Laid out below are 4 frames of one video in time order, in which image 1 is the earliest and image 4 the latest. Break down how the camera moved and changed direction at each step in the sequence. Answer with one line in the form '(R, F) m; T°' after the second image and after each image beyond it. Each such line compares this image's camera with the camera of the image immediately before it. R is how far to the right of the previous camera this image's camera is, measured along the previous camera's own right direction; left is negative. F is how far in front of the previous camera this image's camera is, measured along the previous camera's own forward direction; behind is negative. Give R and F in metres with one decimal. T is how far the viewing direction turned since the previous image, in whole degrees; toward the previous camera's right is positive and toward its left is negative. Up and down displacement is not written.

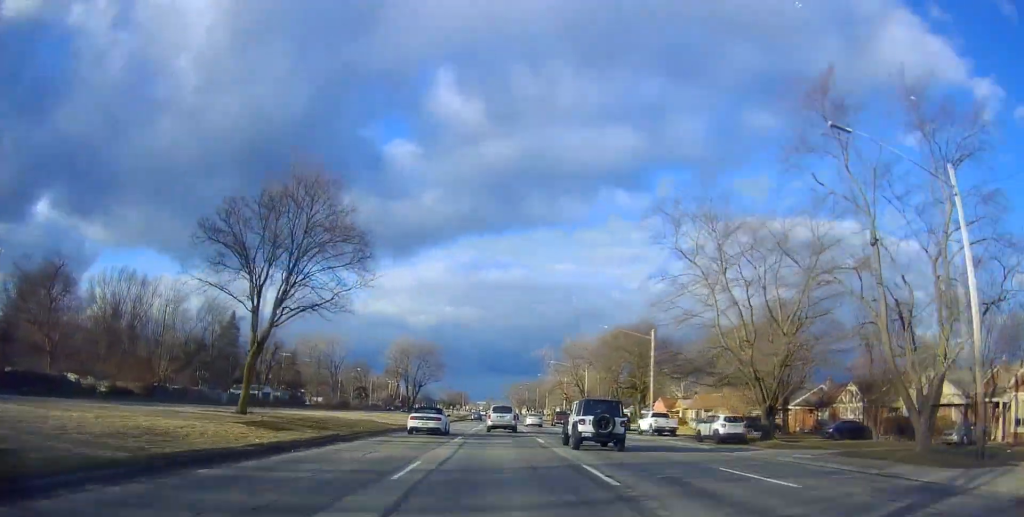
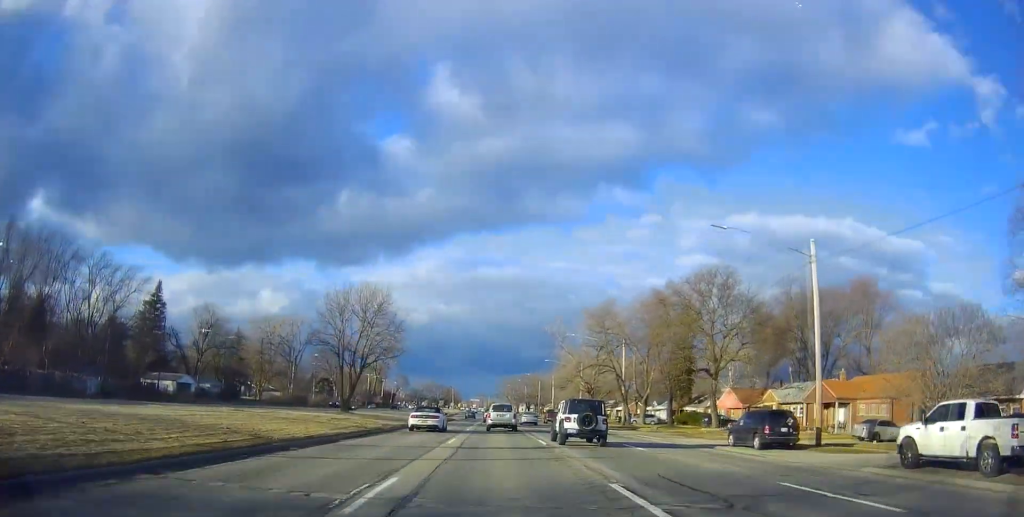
(+0.8, +34.2) m; +1°
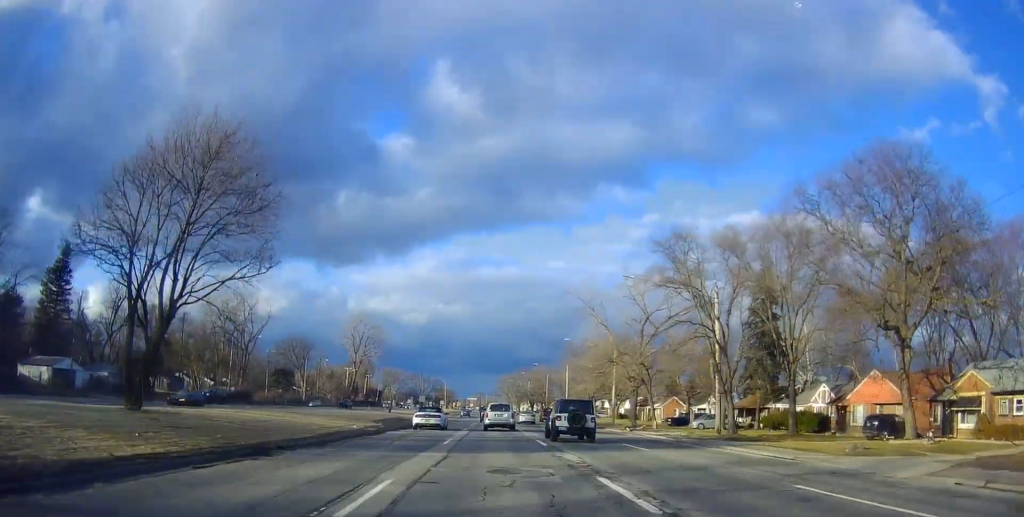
(+0.1, +31.3) m; -1°
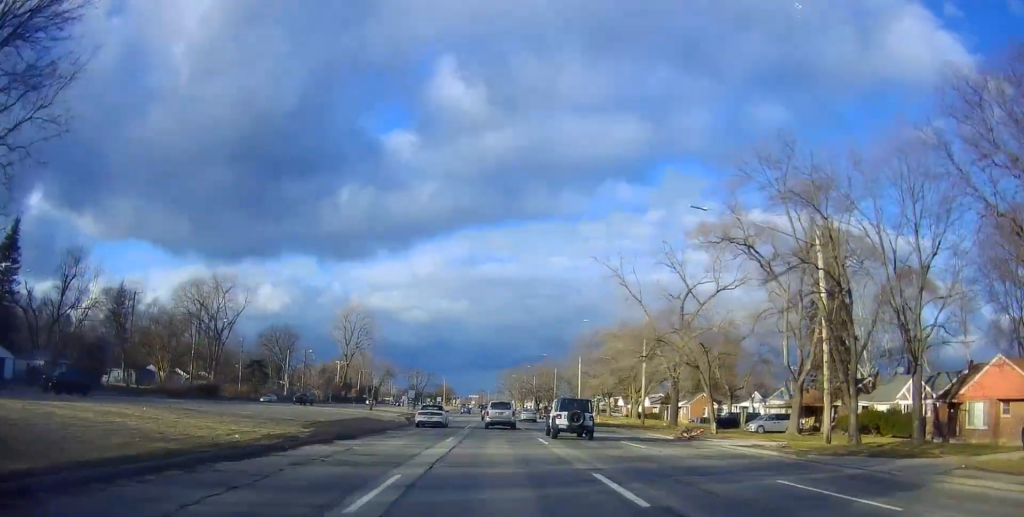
(-0.3, +14.6) m; -1°
